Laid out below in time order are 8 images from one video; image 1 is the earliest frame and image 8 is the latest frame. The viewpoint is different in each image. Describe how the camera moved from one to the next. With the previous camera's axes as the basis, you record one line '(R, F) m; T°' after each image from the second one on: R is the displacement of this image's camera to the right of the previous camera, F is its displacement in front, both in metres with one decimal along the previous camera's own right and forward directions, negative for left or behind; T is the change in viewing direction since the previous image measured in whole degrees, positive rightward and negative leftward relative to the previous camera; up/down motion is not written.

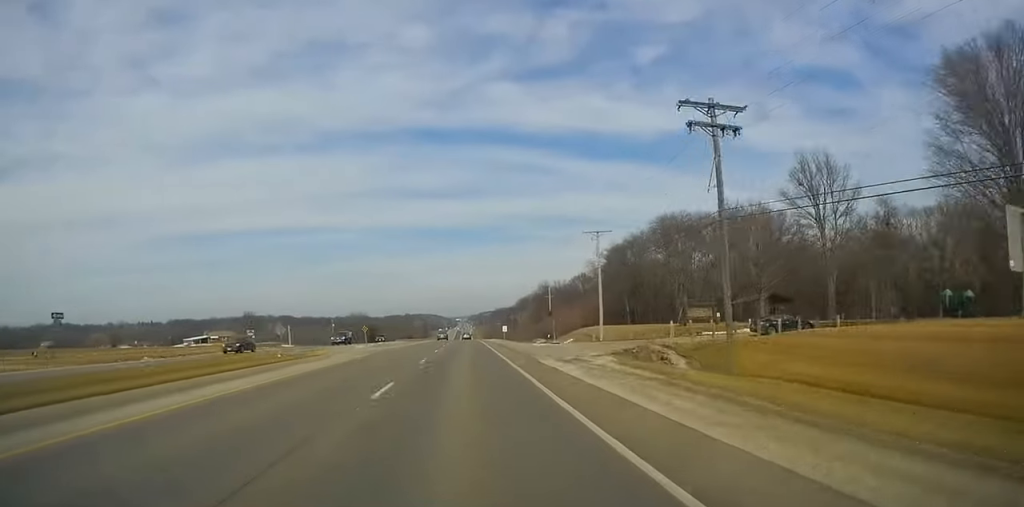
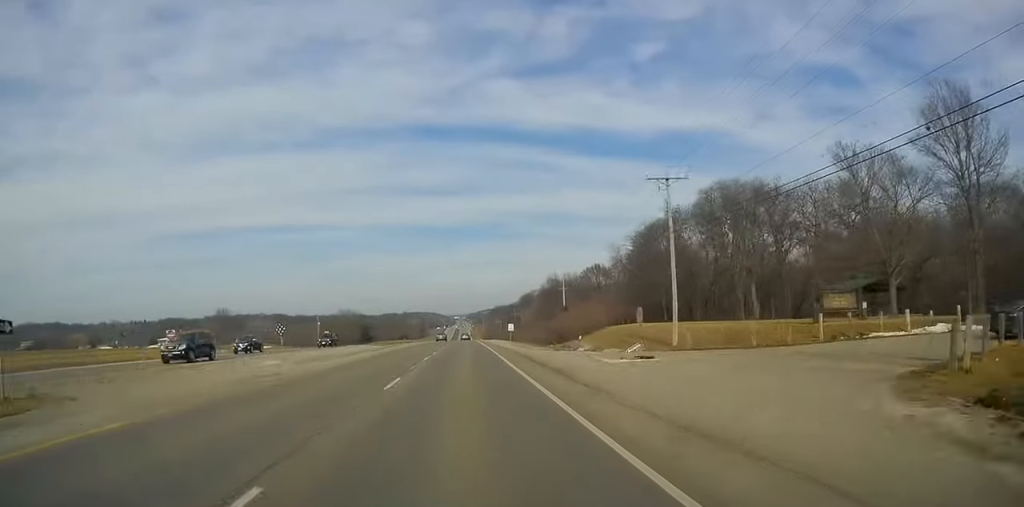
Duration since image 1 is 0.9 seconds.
(+0.1, +22.5) m; -1°
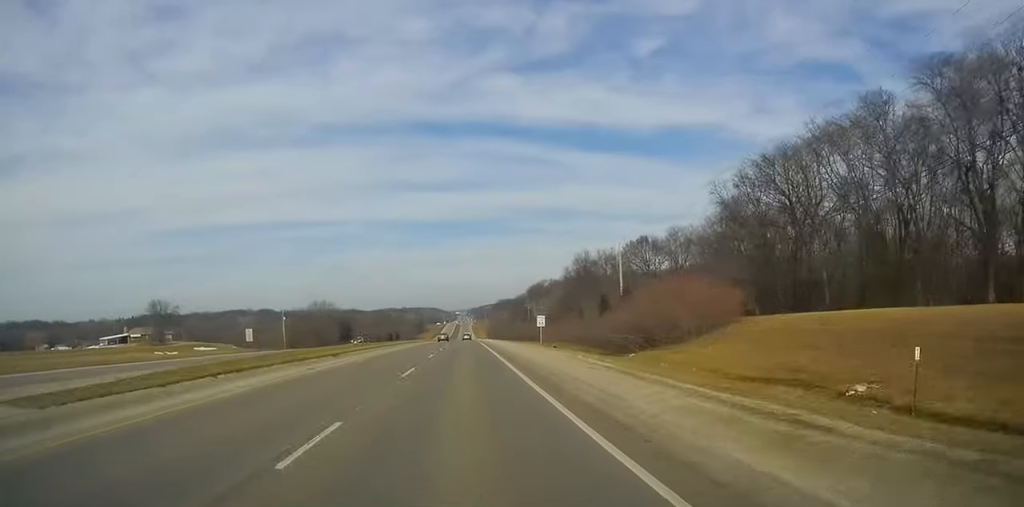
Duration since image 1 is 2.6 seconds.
(-1.3, +44.9) m; -2°
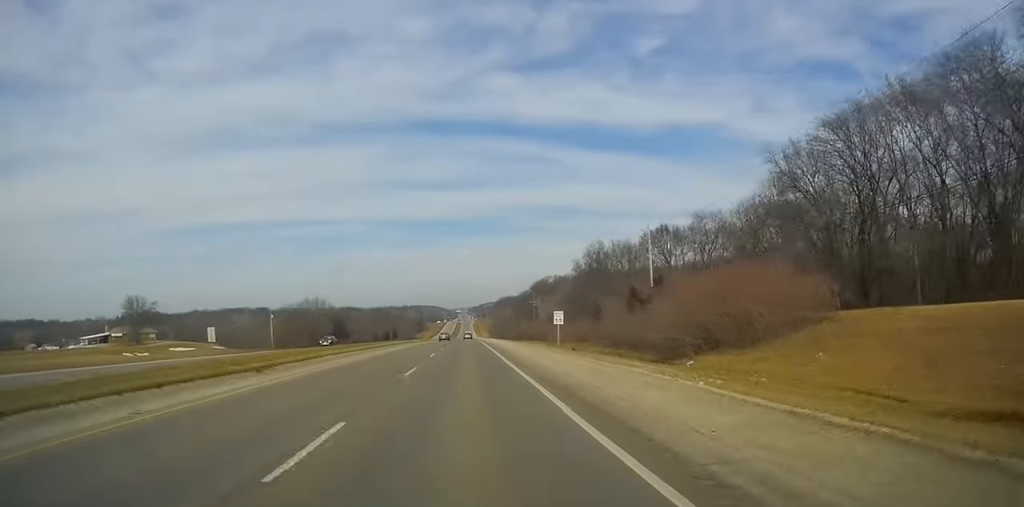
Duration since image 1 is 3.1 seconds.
(-0.2, +12.3) m; +1°
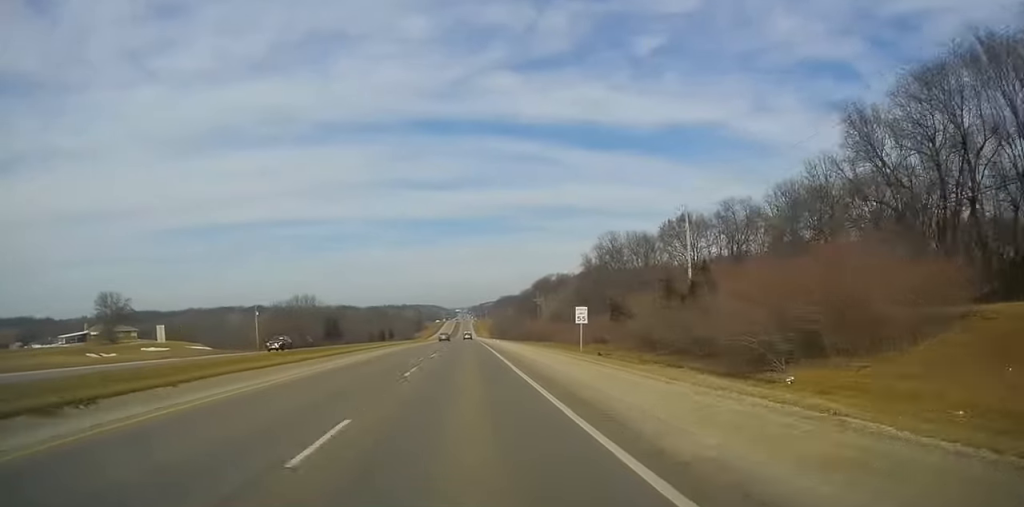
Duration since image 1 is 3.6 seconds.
(+0.3, +11.4) m; +1°
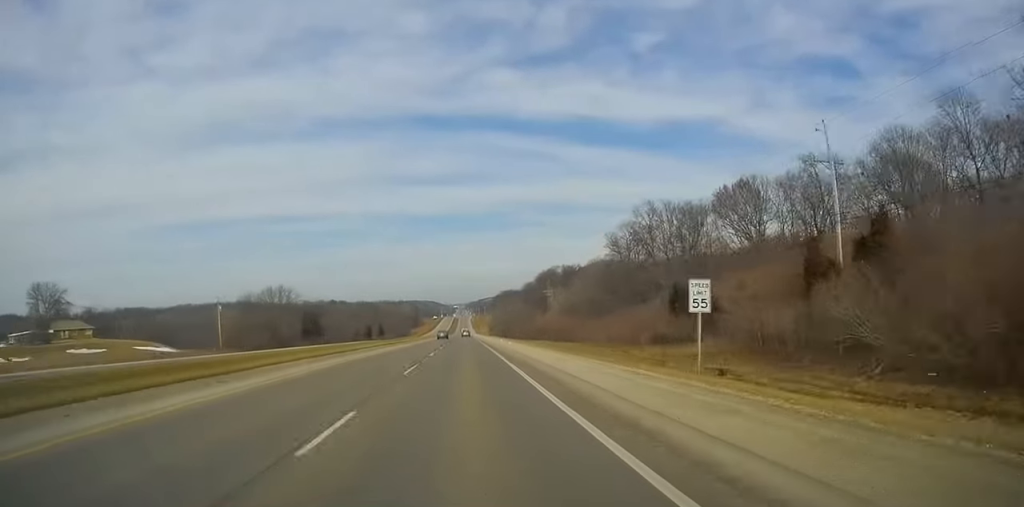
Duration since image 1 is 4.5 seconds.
(+0.4, +23.7) m; 0°
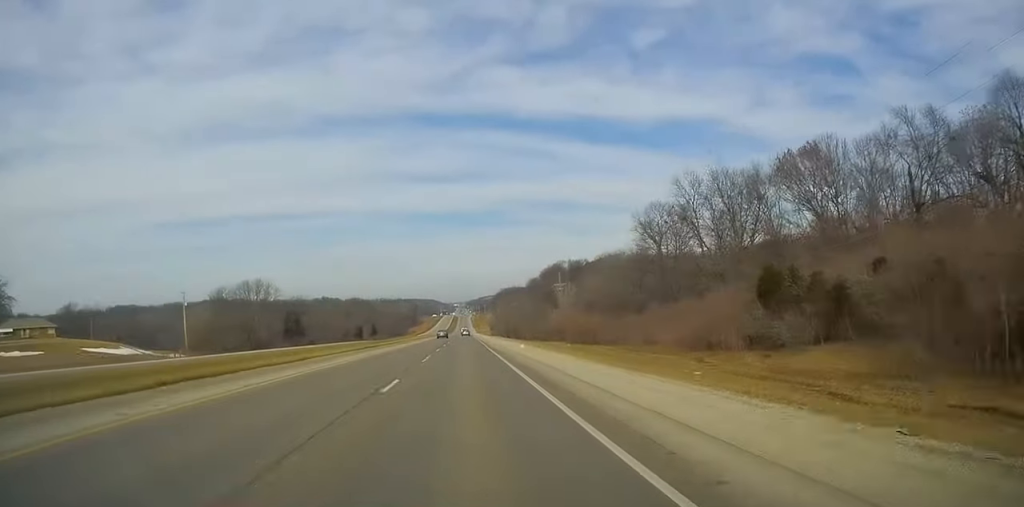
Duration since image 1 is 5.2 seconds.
(+0.1, +17.4) m; -1°
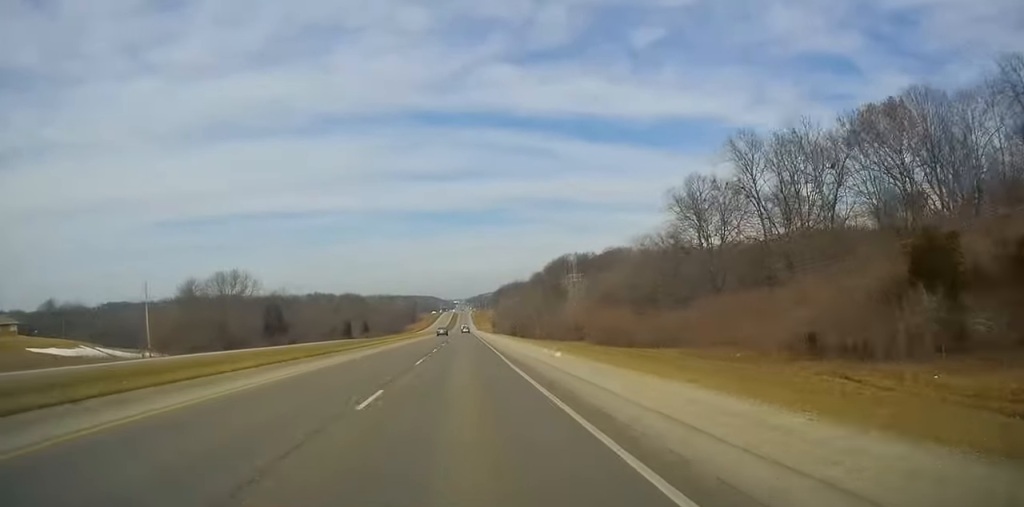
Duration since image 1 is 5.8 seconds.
(-0.5, +15.4) m; -1°
